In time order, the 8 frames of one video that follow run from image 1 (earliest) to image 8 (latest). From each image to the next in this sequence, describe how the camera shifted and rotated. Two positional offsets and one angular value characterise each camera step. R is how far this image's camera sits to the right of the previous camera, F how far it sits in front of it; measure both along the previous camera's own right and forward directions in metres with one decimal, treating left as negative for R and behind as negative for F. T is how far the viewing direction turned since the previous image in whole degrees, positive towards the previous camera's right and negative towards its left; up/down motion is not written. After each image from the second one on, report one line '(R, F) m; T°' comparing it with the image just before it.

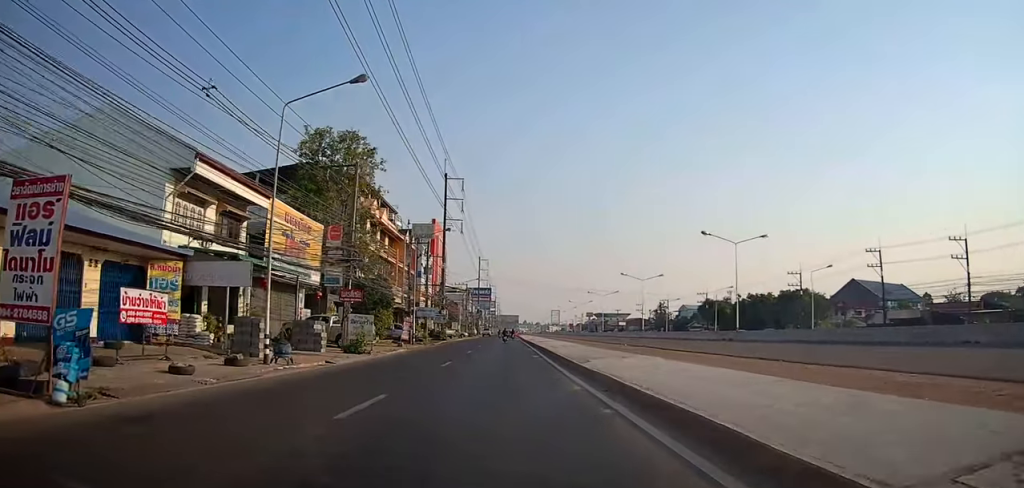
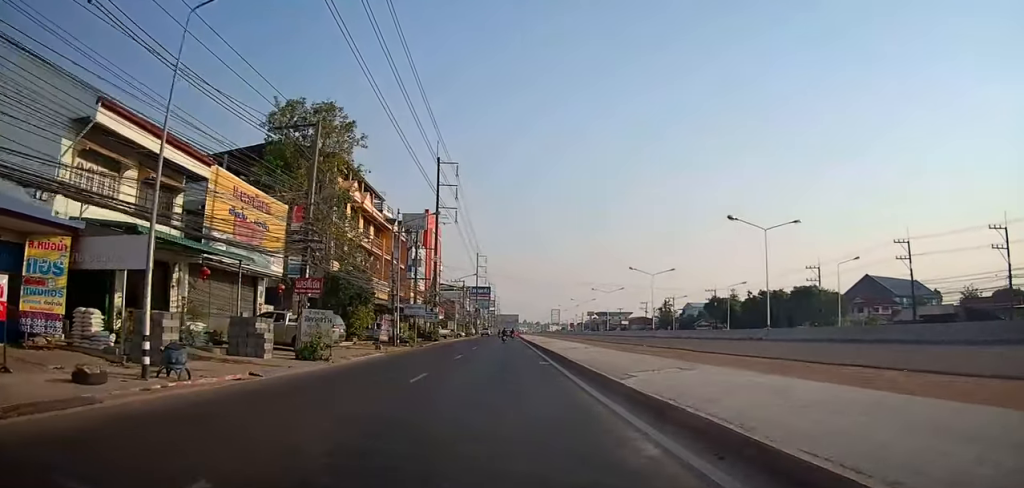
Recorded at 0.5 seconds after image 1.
(-0.2, +6.4) m; -1°
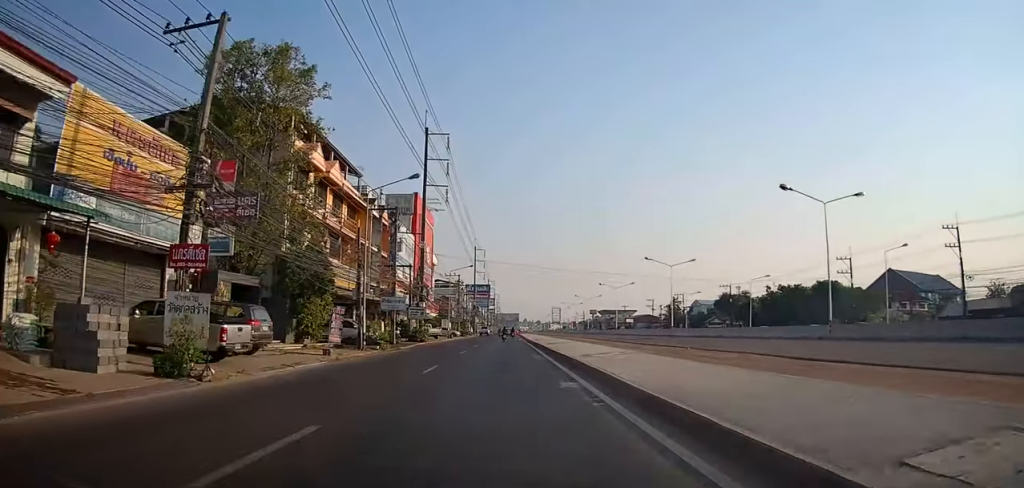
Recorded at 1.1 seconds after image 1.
(-0.4, +9.2) m; -2°
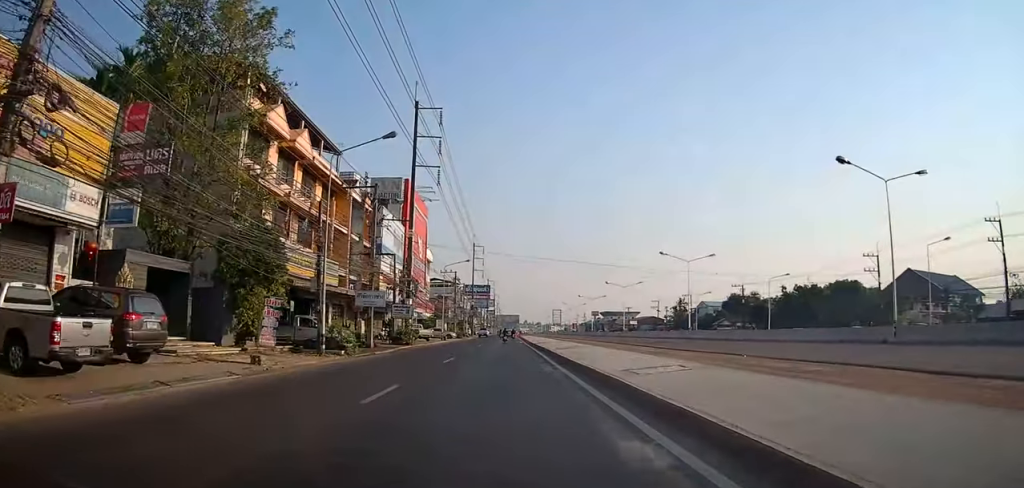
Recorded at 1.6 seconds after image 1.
(0.0, +6.8) m; +2°
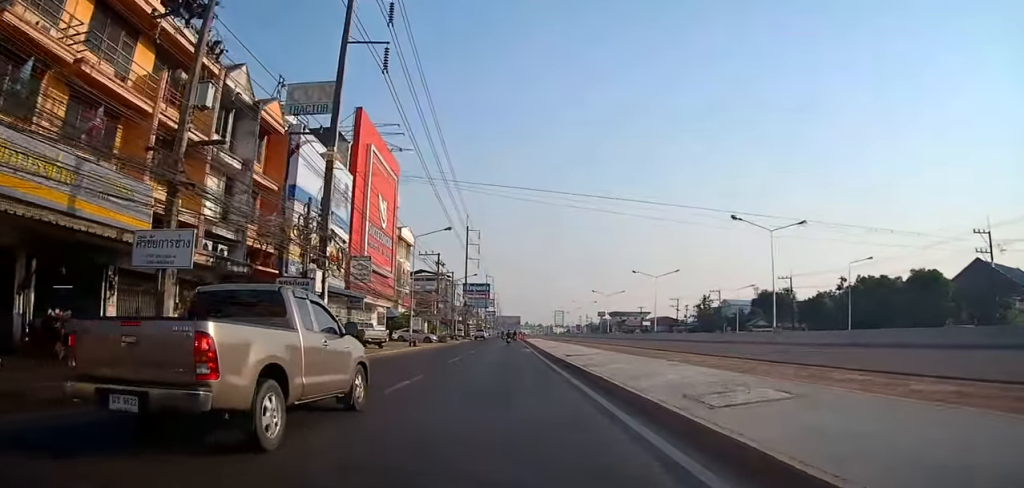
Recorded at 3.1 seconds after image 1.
(+1.0, +21.1) m; +5°
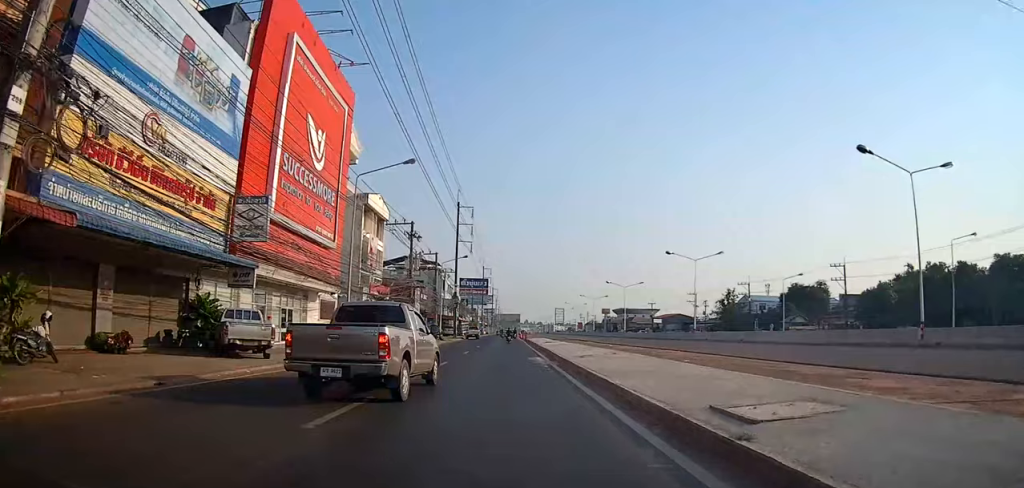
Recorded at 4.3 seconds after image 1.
(-0.4, +17.4) m; -3°
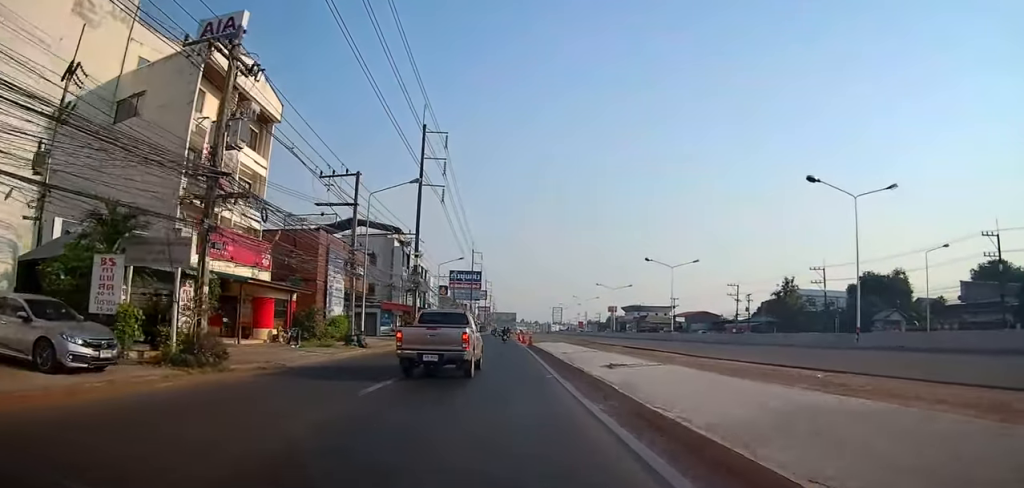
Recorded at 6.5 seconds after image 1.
(-0.1, +31.4) m; 0°
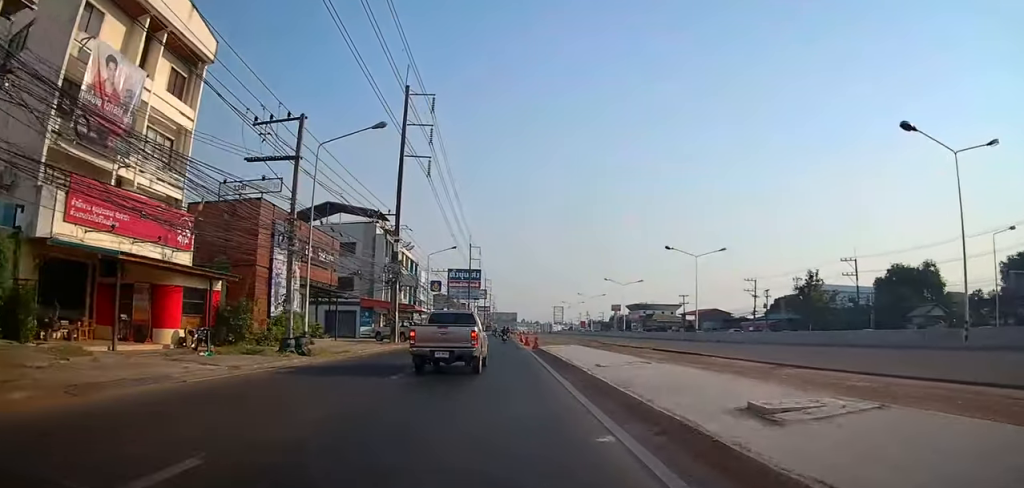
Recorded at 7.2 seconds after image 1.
(-0.4, +8.9) m; 0°
